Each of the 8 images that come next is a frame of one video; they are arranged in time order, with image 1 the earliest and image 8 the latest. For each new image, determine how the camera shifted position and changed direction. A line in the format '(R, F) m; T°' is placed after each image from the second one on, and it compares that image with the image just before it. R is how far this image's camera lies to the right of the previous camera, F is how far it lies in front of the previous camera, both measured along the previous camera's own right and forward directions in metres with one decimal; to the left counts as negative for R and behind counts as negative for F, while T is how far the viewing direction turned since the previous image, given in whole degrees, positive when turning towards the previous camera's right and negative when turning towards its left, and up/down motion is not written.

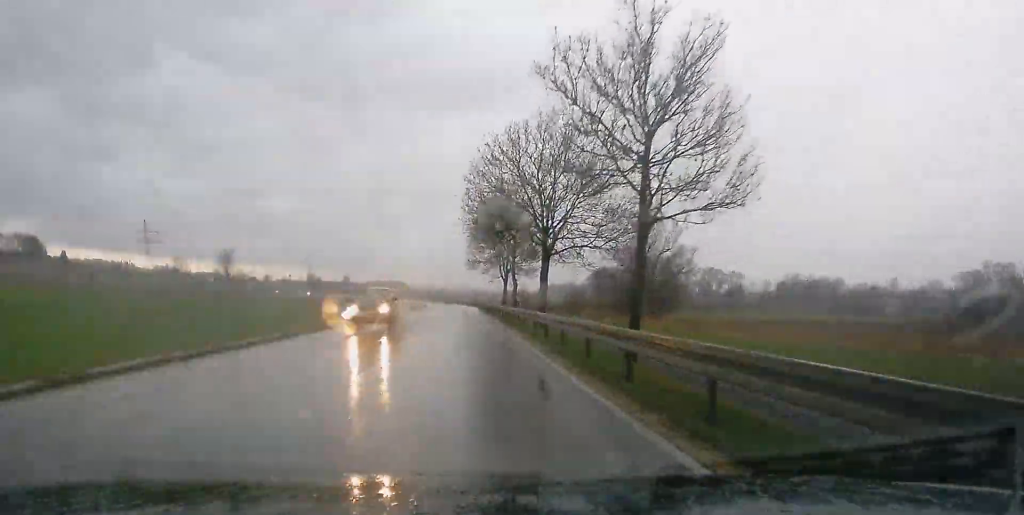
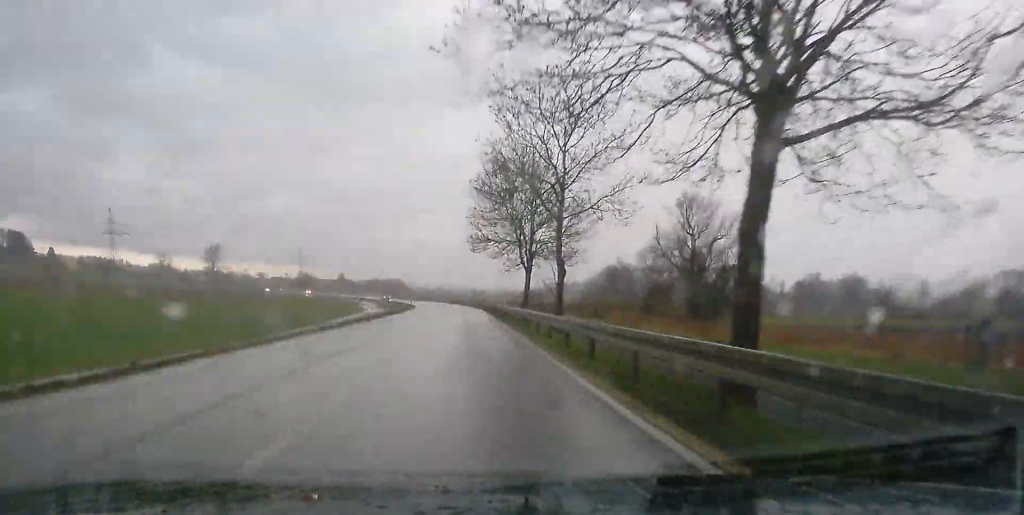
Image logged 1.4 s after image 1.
(-0.2, +32.4) m; 0°
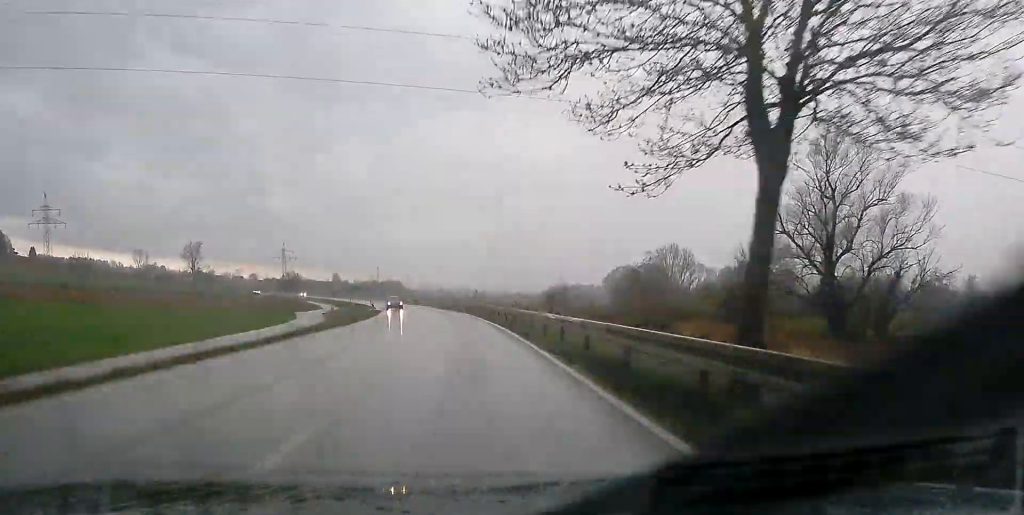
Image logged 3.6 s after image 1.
(+0.2, +45.4) m; -1°
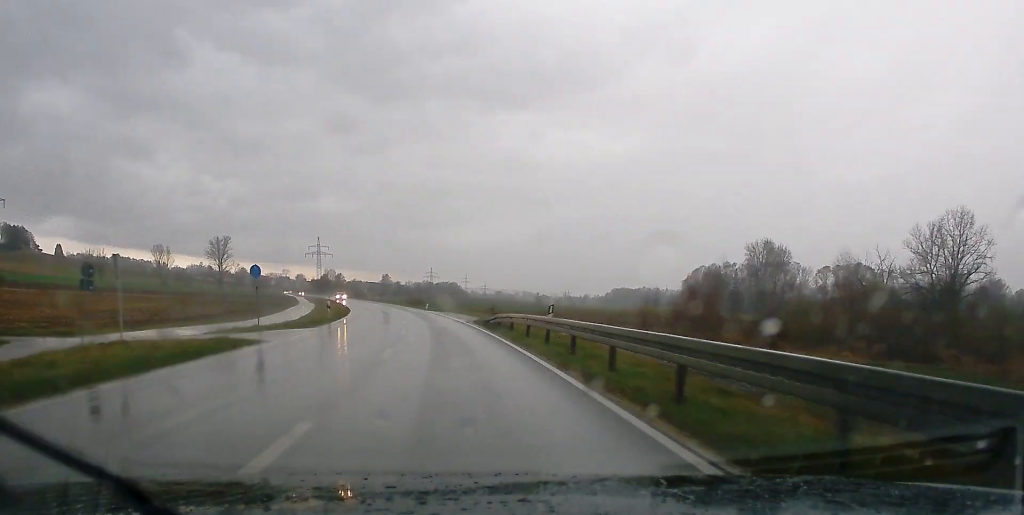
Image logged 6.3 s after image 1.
(-2.3, +56.1) m; -5°
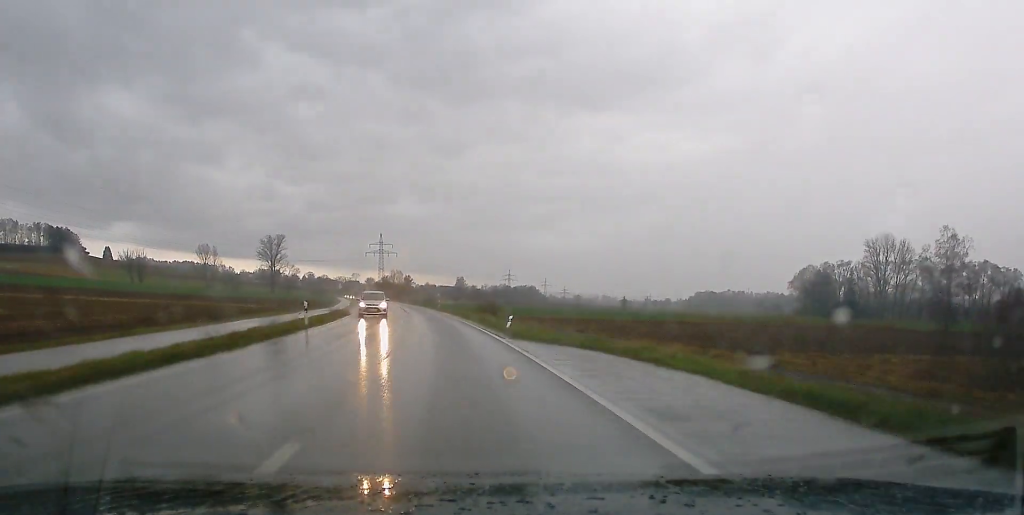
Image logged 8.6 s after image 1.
(-2.3, +47.3) m; -5°
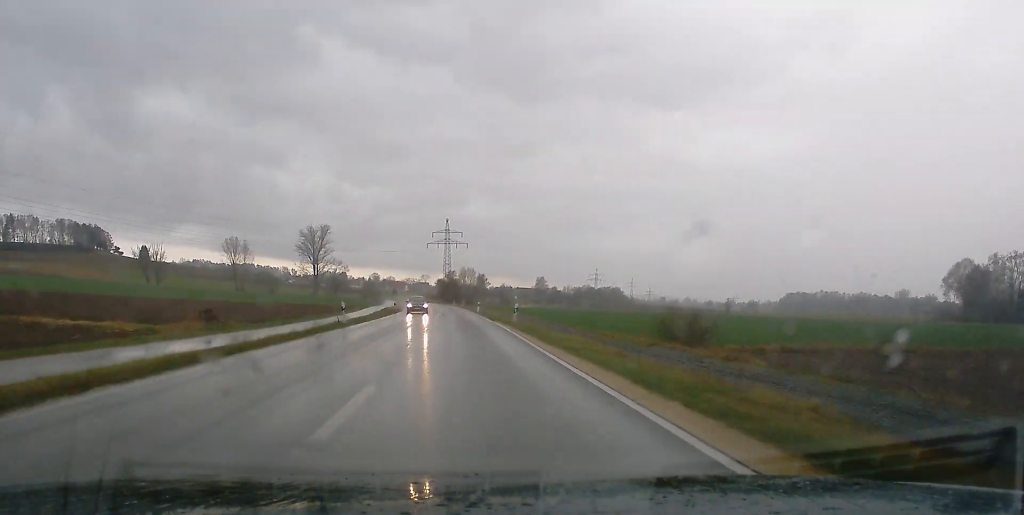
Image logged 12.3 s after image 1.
(-3.2, +79.7) m; -4°
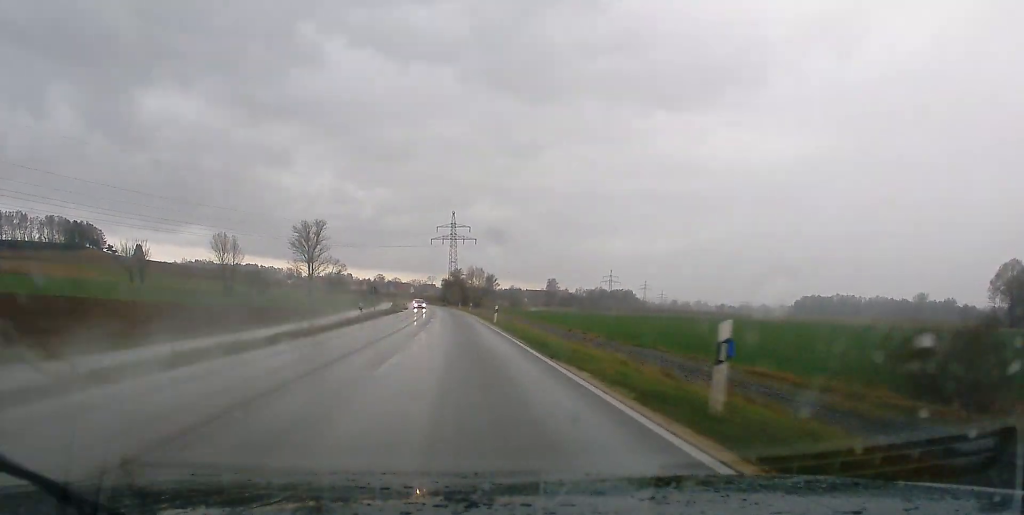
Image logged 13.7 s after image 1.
(-0.5, +29.9) m; -1°
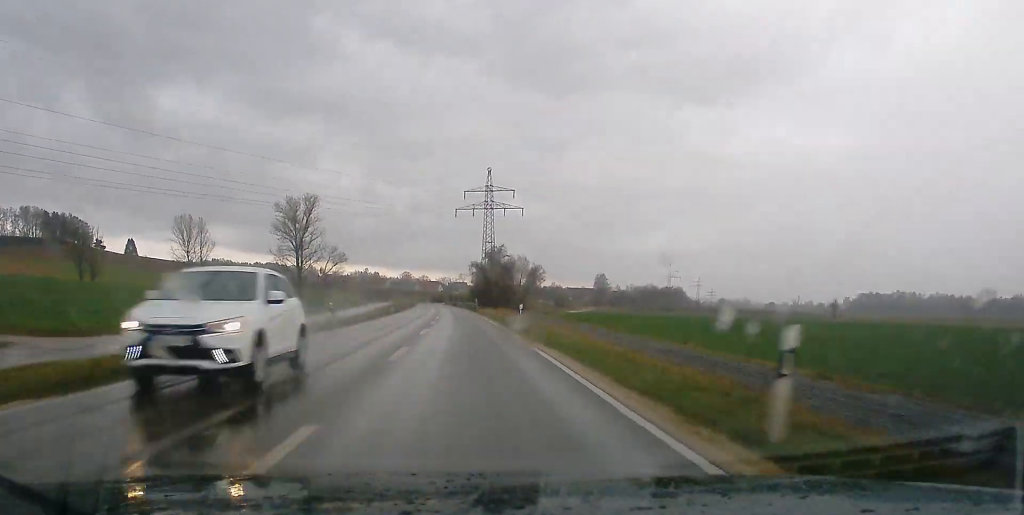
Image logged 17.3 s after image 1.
(-1.3, +83.1) m; -2°
